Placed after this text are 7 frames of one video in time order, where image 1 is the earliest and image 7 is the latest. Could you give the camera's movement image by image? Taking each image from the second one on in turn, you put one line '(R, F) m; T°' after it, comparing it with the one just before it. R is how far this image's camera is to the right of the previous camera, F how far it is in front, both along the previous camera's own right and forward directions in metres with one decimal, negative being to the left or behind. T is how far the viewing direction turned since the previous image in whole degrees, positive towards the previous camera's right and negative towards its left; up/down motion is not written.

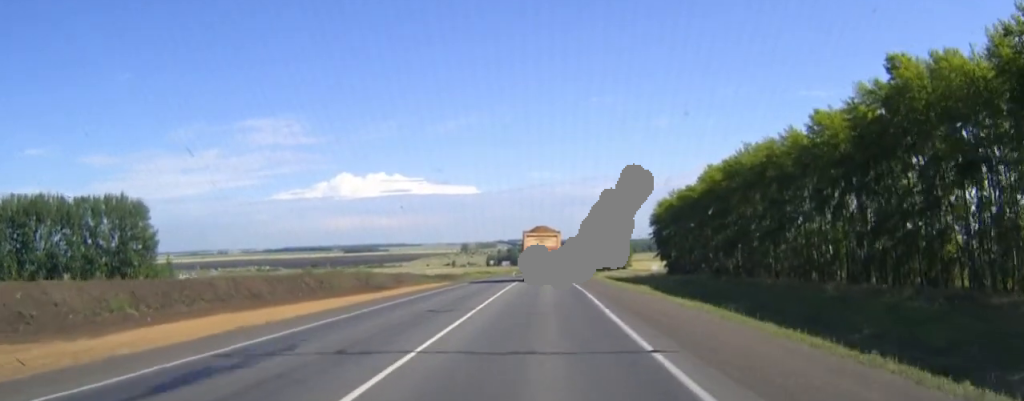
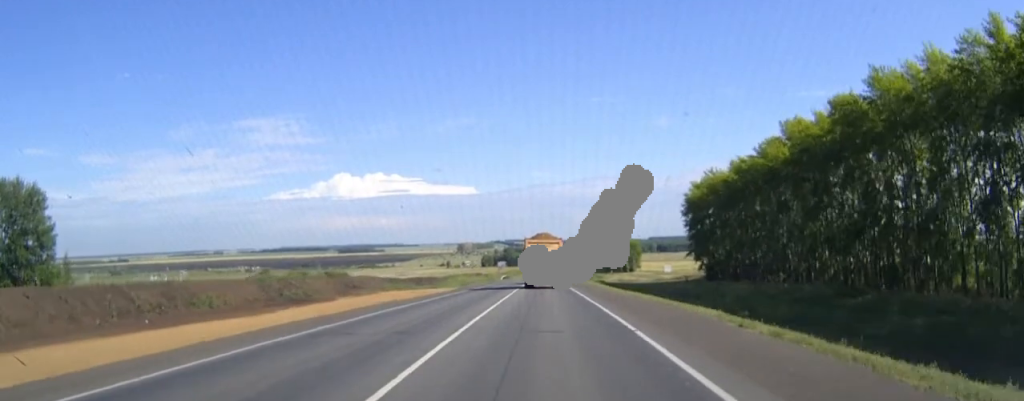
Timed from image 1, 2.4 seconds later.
(+0.1, +44.2) m; 0°
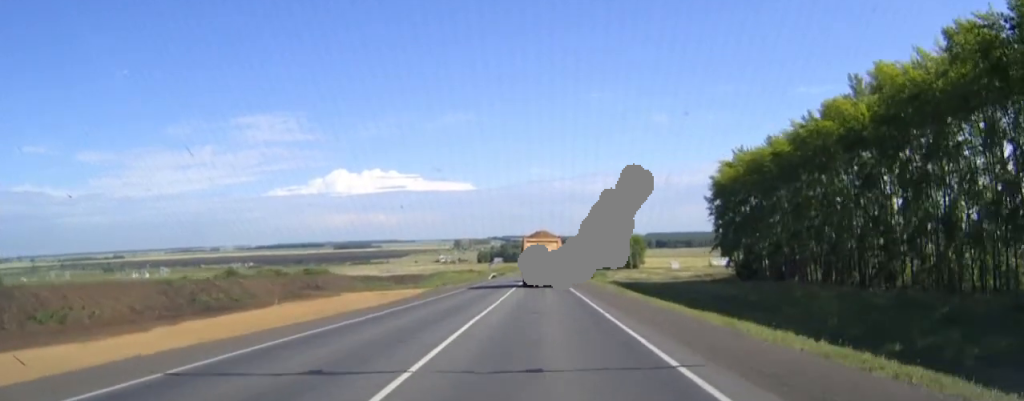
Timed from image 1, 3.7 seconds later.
(0.0, +23.4) m; 0°
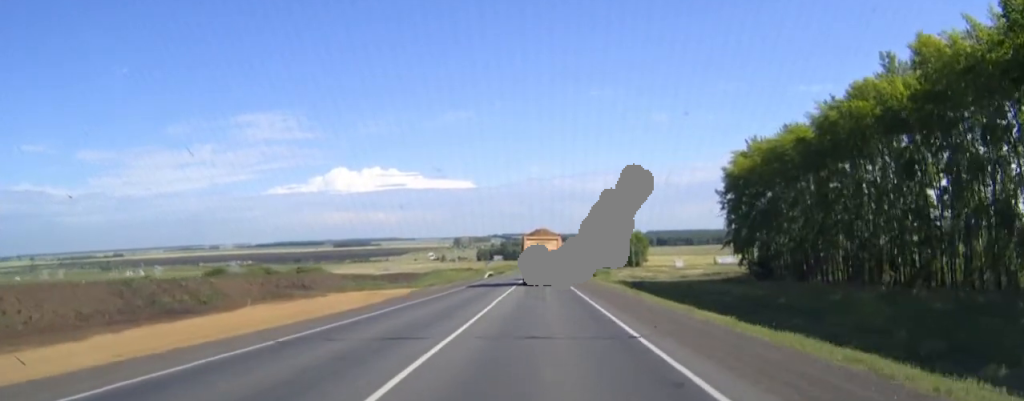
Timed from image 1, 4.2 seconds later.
(0.0, +7.8) m; 0°
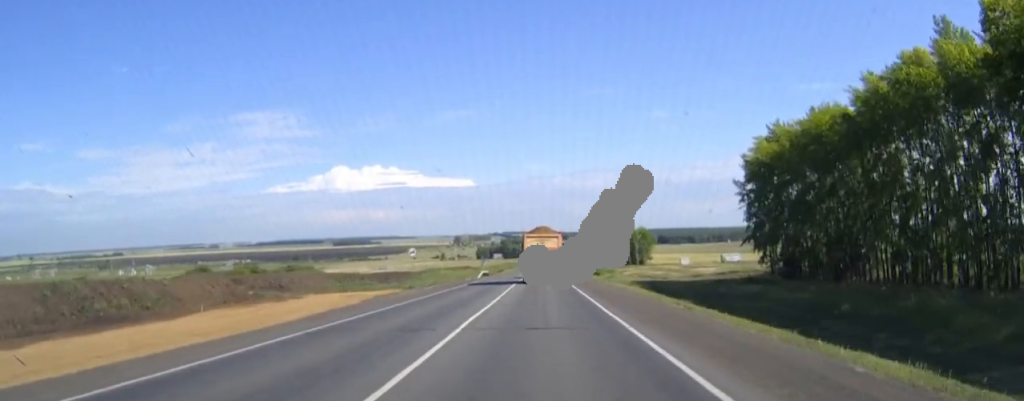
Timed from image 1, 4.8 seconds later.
(0.0, +10.9) m; 0°
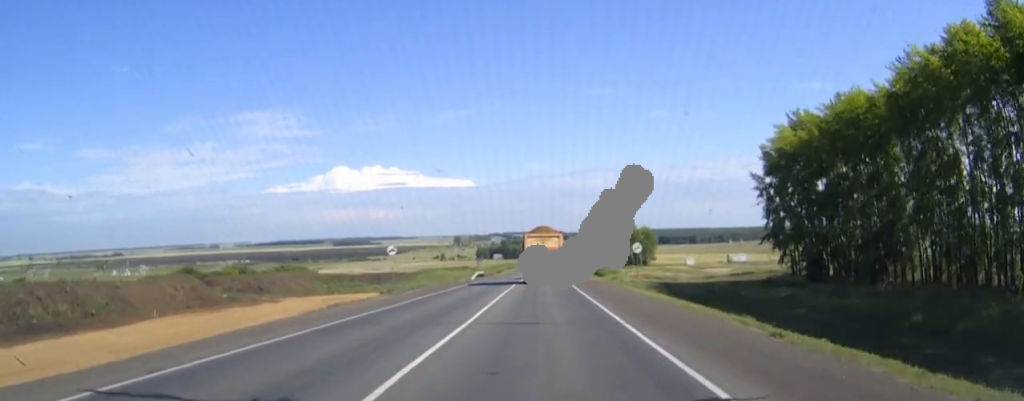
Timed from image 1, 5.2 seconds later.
(0.0, +8.5) m; 0°
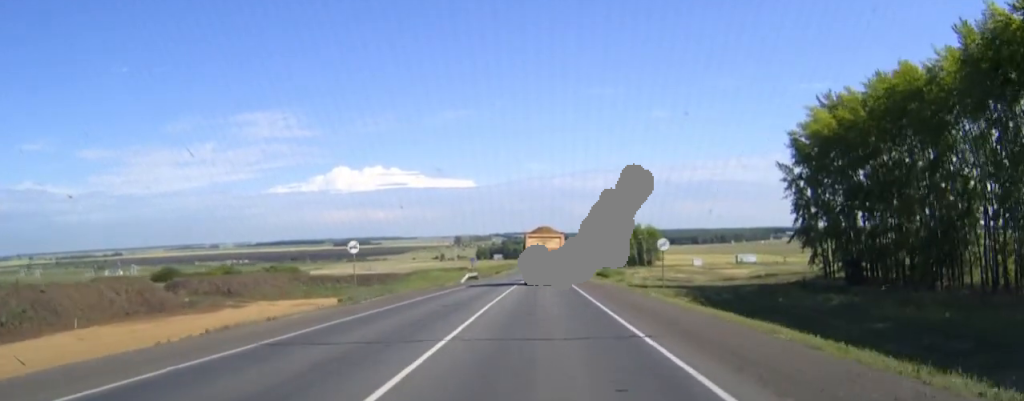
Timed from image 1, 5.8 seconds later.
(0.0, +11.0) m; 0°
